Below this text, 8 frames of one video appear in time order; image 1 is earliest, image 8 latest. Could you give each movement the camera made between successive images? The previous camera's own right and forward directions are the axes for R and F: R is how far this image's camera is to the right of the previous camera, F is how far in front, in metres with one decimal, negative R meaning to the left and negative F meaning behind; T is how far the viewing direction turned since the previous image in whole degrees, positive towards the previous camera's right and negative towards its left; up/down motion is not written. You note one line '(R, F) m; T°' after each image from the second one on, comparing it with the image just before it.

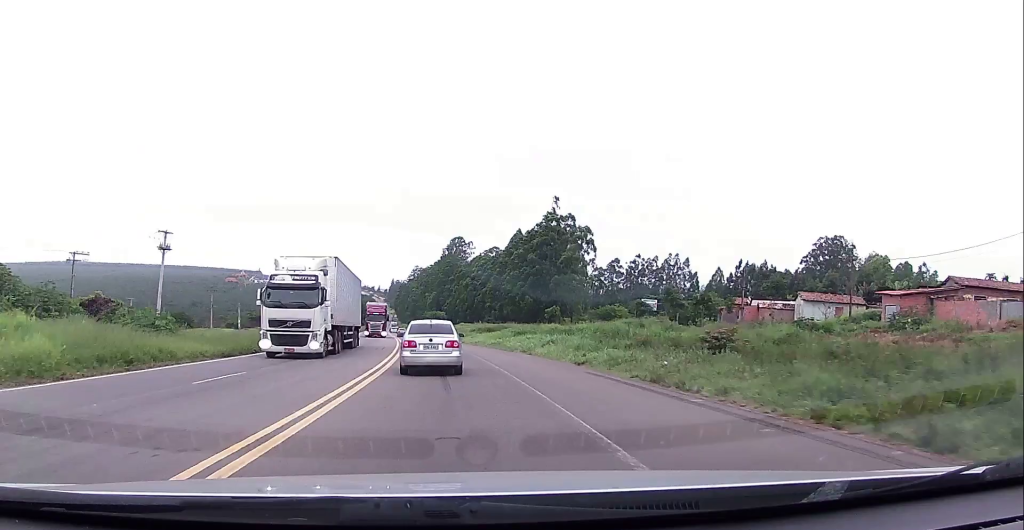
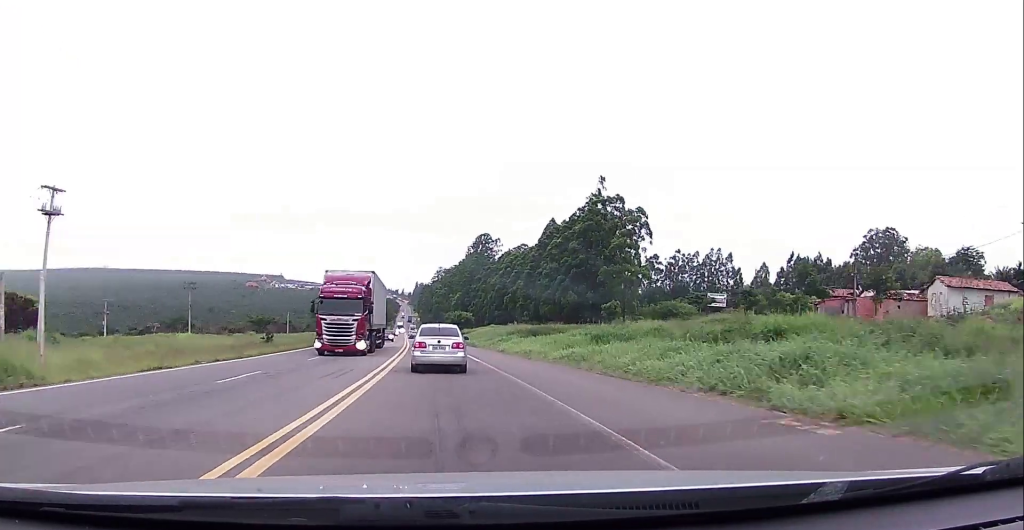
(-1.0, +22.7) m; -2°
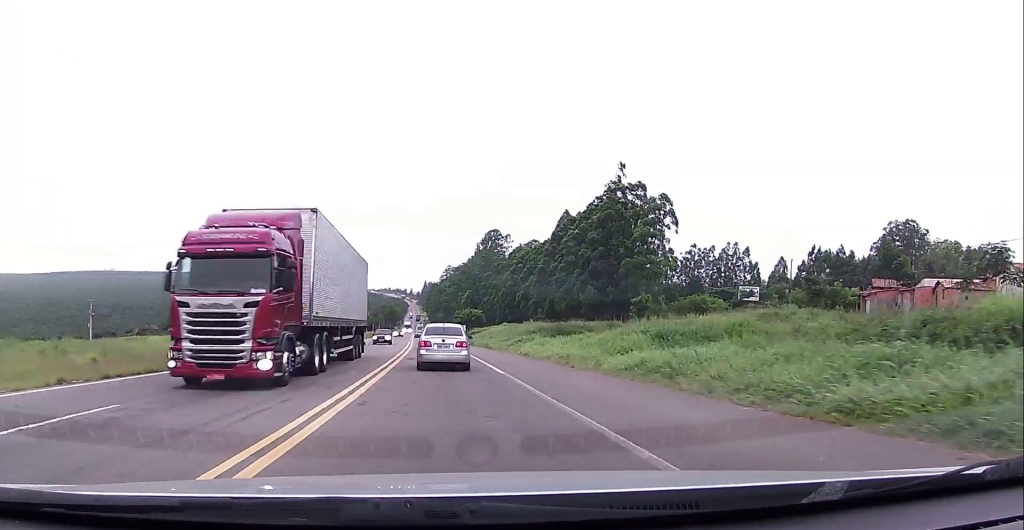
(0.0, +9.0) m; 0°
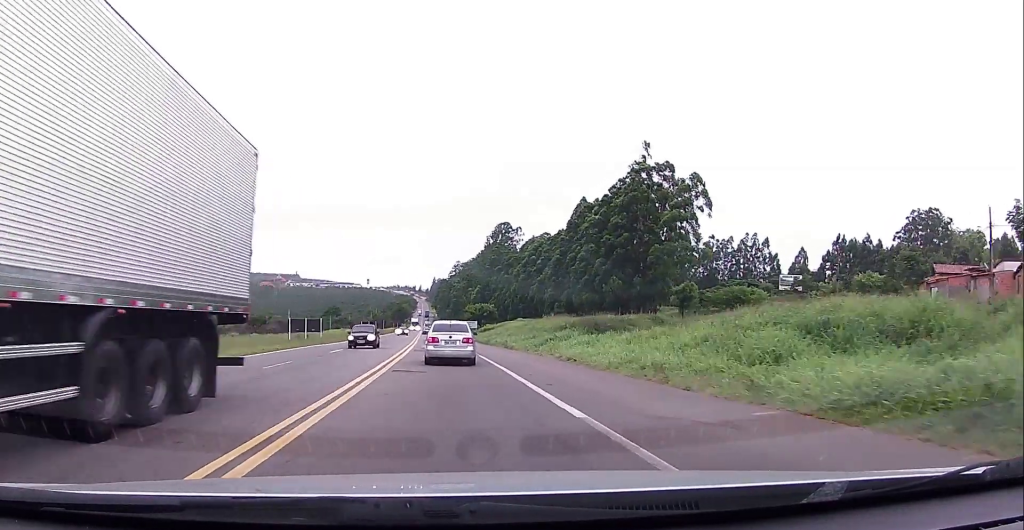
(+0.1, +10.6) m; 0°
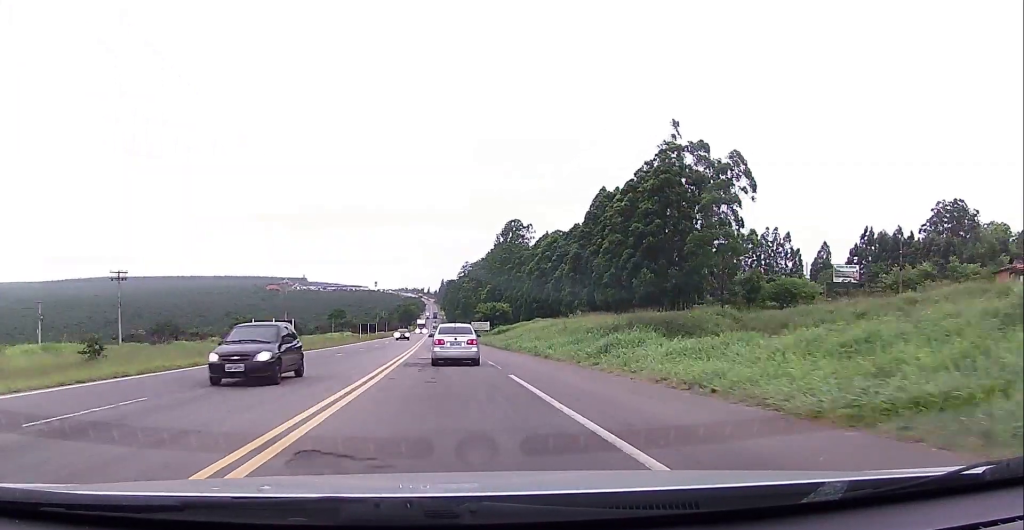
(0.0, +12.1) m; 0°
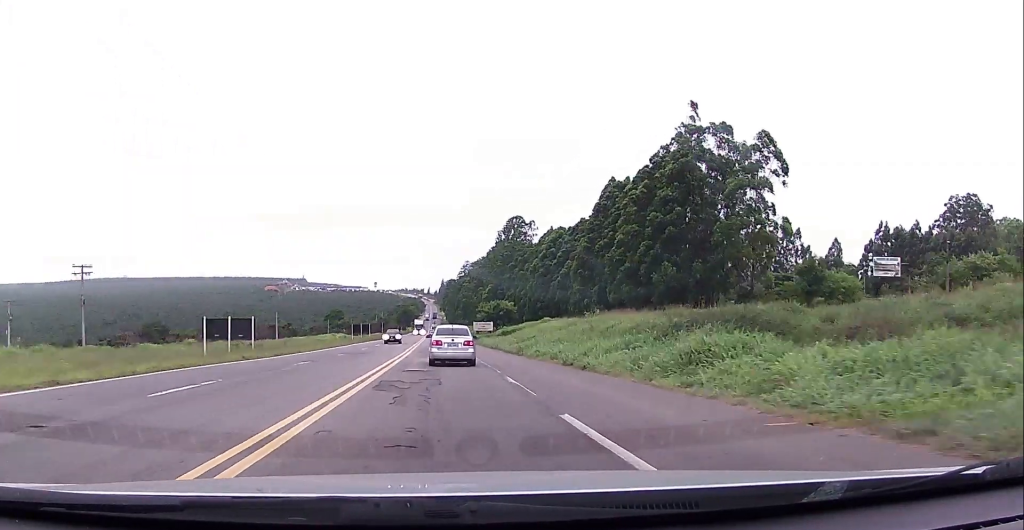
(-0.1, +8.5) m; 0°
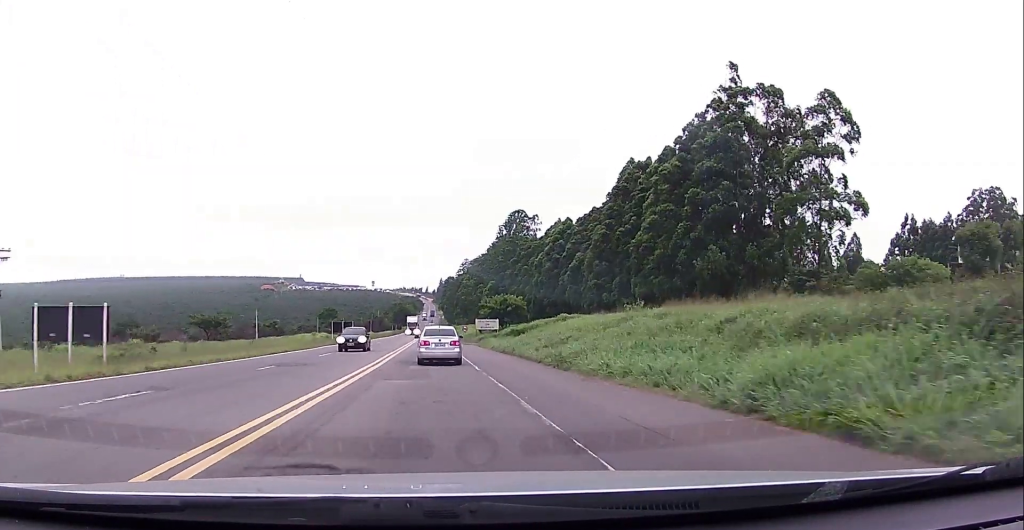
(-0.1, +14.8) m; -1°
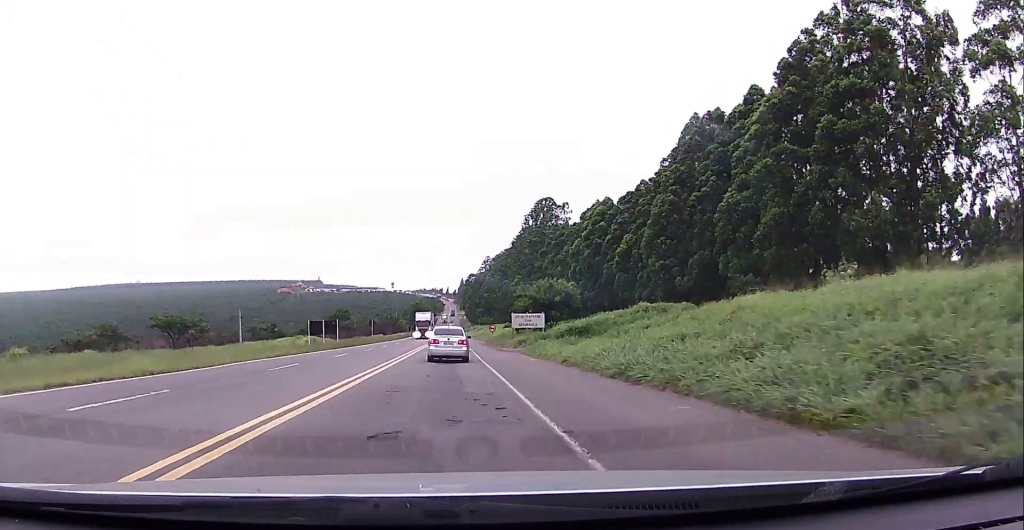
(-0.2, +23.7) m; -1°
